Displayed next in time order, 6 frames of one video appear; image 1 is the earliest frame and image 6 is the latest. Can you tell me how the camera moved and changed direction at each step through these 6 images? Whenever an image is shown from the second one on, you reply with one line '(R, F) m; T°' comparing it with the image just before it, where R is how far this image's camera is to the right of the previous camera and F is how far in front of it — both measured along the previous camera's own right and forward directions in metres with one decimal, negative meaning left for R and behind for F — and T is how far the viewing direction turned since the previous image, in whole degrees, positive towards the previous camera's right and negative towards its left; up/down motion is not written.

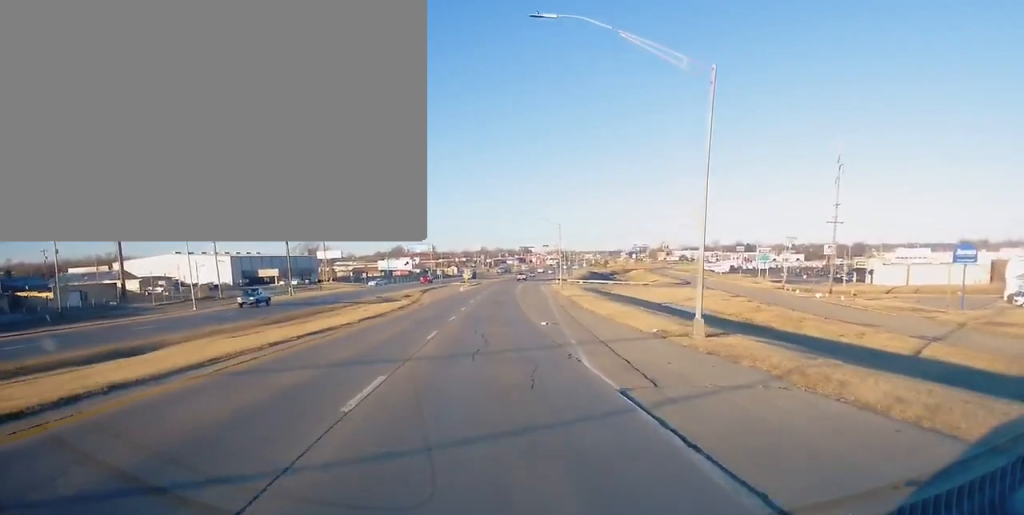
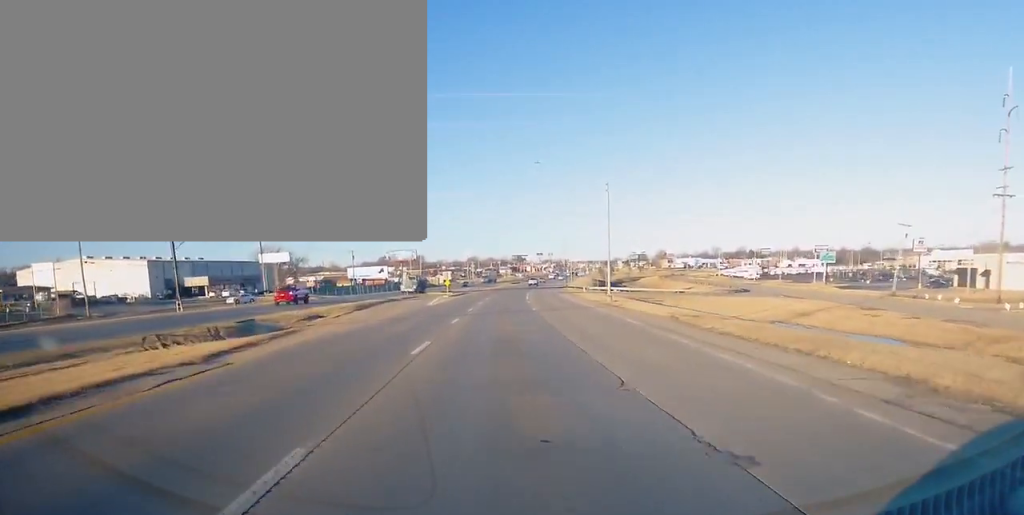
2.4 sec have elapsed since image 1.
(+1.7, +47.7) m; +3°
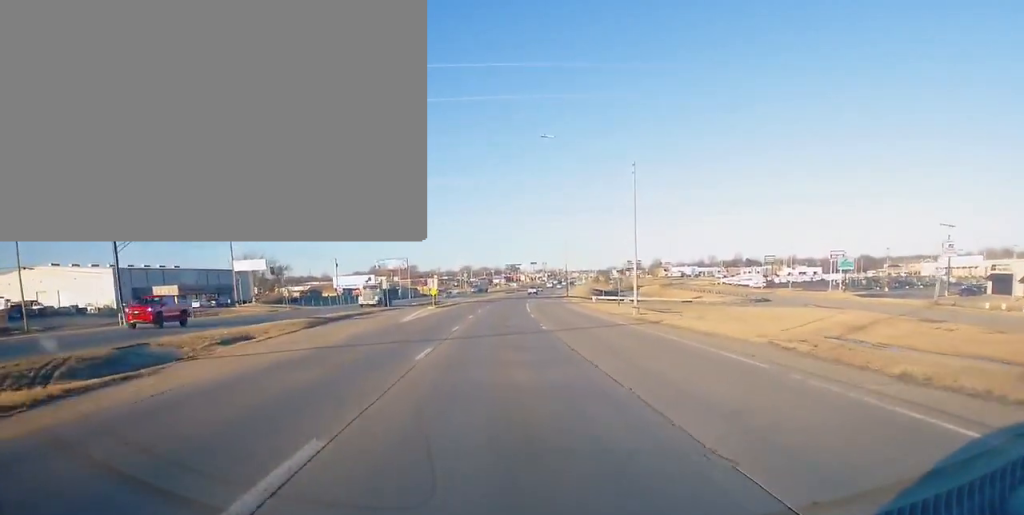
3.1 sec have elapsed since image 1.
(-0.3, +13.2) m; -1°
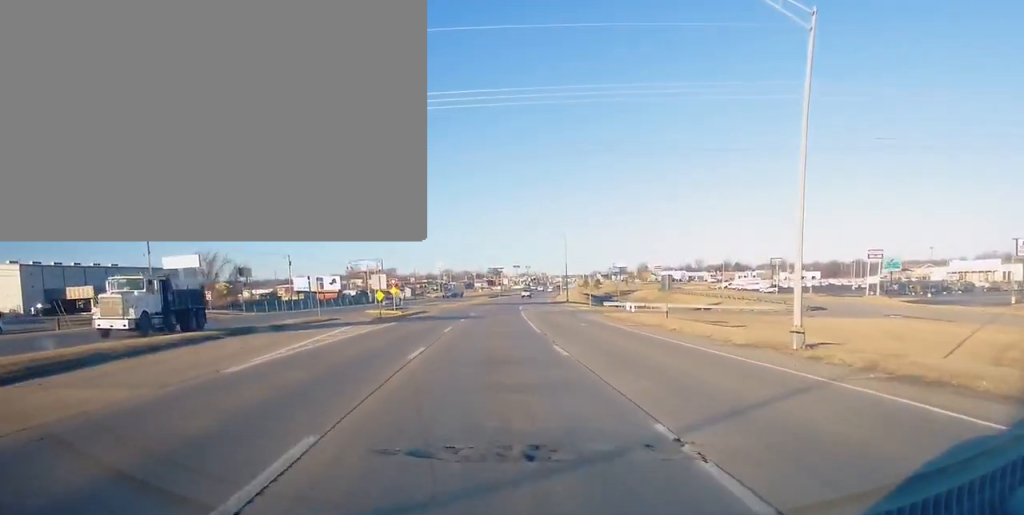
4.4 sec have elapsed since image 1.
(-0.3, +27.1) m; +1°
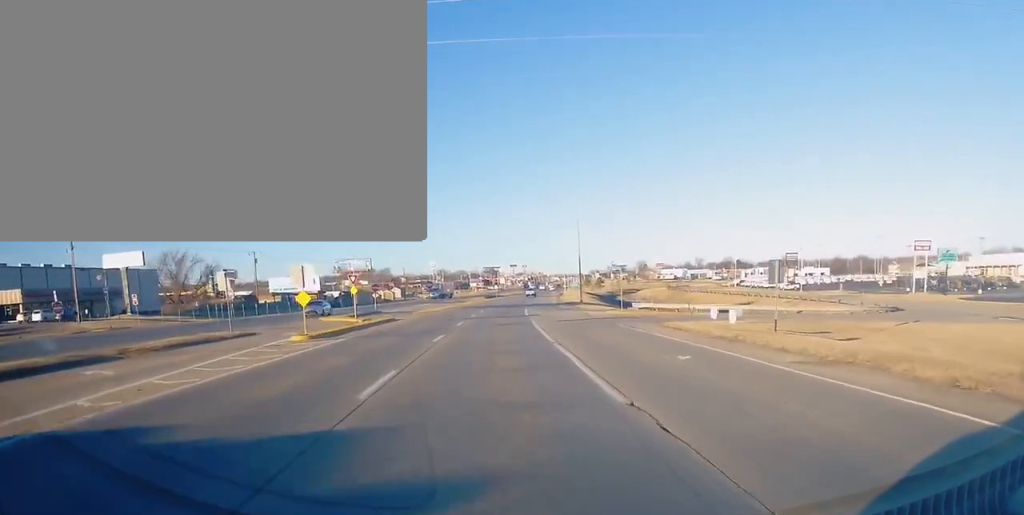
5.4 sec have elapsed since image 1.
(+0.5, +19.9) m; +2°
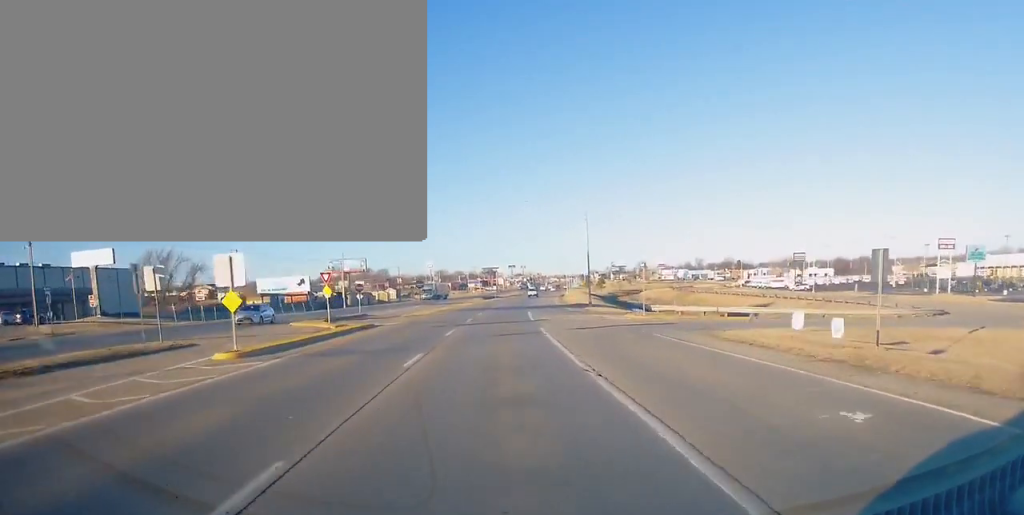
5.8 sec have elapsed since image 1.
(0.0, +8.6) m; 0°
